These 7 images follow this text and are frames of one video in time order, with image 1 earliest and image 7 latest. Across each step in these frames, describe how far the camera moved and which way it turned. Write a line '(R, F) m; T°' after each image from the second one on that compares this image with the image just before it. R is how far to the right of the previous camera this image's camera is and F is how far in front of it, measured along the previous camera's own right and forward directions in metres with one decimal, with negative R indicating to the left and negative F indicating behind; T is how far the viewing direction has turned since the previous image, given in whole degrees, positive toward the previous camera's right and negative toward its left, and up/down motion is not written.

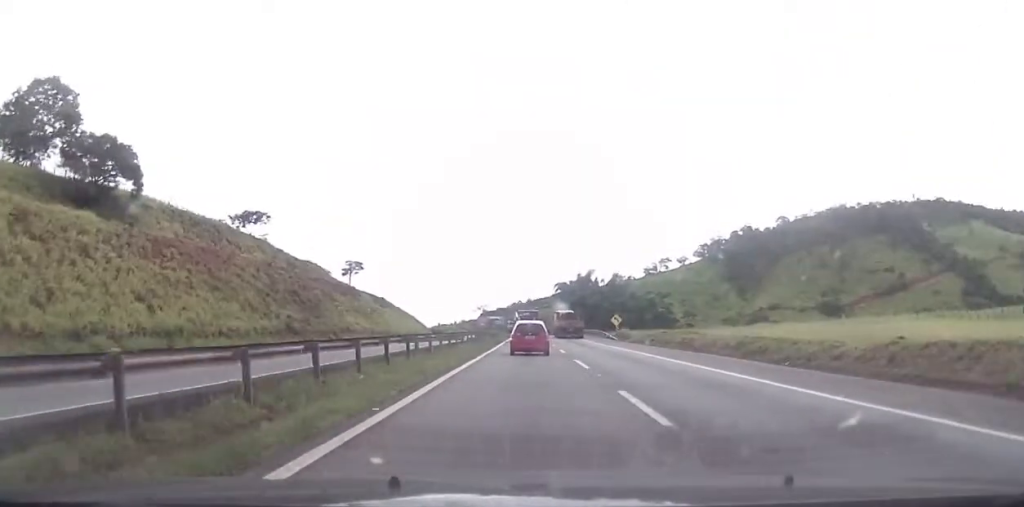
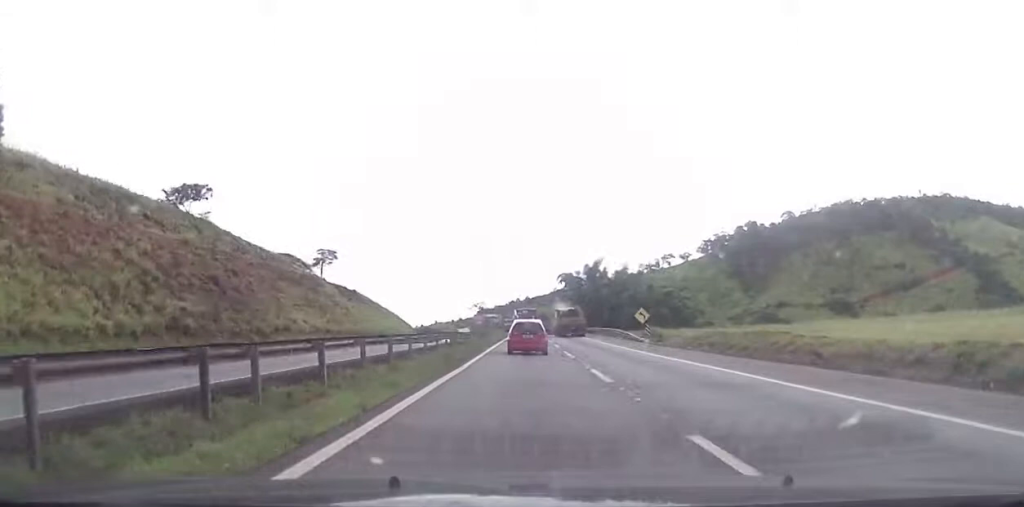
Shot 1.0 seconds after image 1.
(+0.2, +17.5) m; -1°
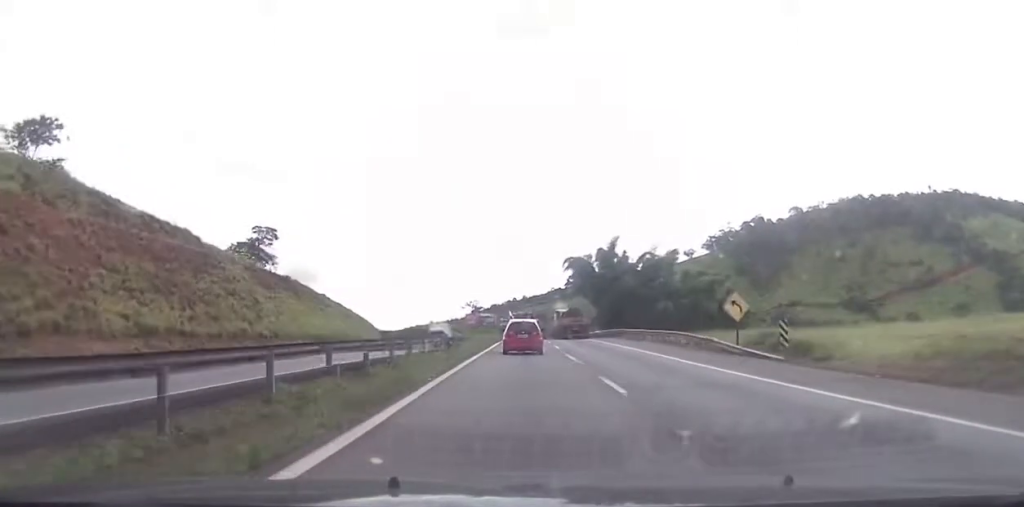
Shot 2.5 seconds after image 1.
(-0.3, +26.9) m; 0°
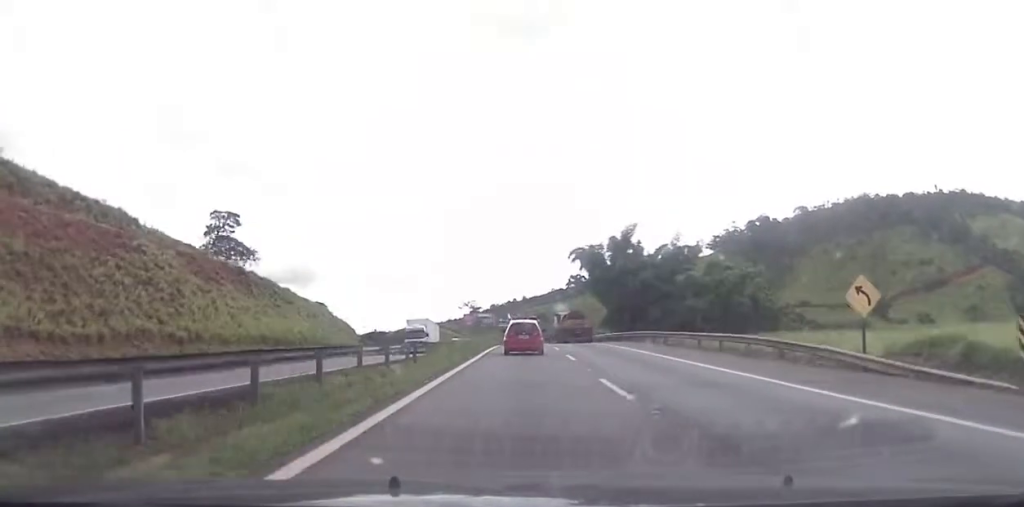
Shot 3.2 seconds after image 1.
(+0.3, +12.3) m; 0°
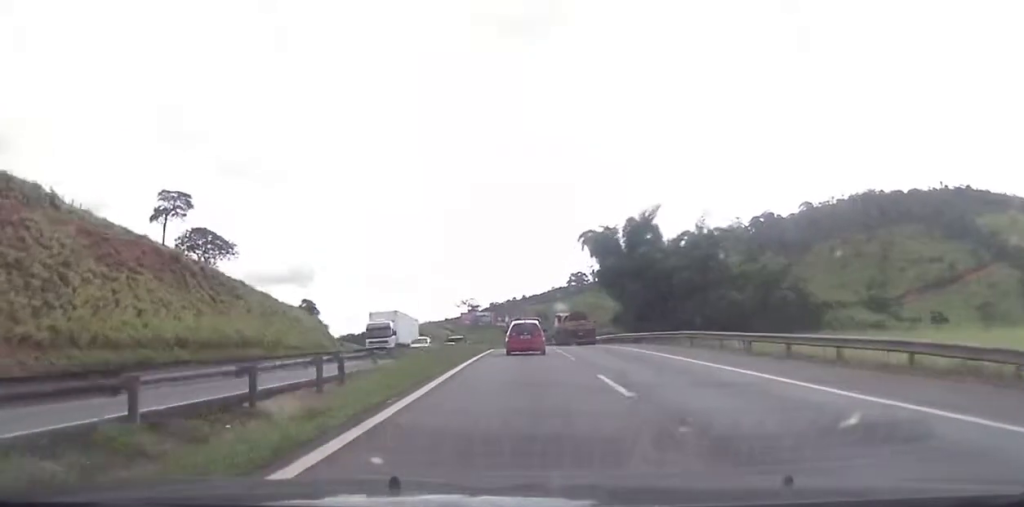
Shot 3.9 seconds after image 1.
(-0.4, +11.8) m; 0°
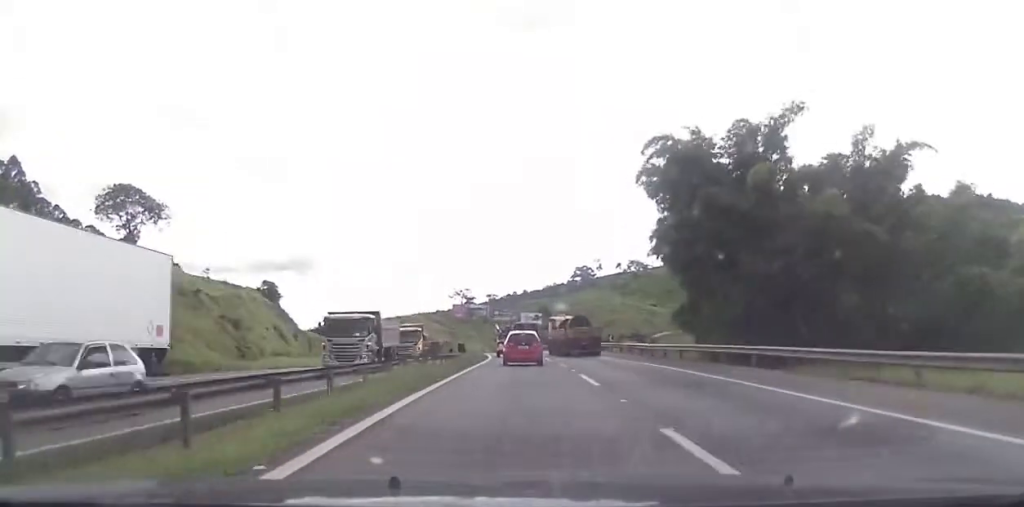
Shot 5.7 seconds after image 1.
(+0.3, +31.7) m; +1°
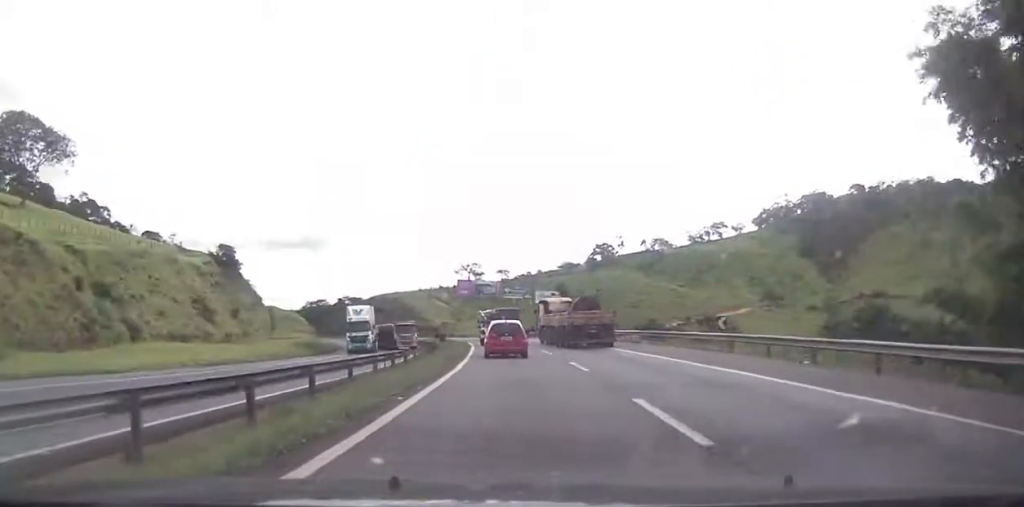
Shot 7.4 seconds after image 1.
(+0.1, +31.9) m; 0°
